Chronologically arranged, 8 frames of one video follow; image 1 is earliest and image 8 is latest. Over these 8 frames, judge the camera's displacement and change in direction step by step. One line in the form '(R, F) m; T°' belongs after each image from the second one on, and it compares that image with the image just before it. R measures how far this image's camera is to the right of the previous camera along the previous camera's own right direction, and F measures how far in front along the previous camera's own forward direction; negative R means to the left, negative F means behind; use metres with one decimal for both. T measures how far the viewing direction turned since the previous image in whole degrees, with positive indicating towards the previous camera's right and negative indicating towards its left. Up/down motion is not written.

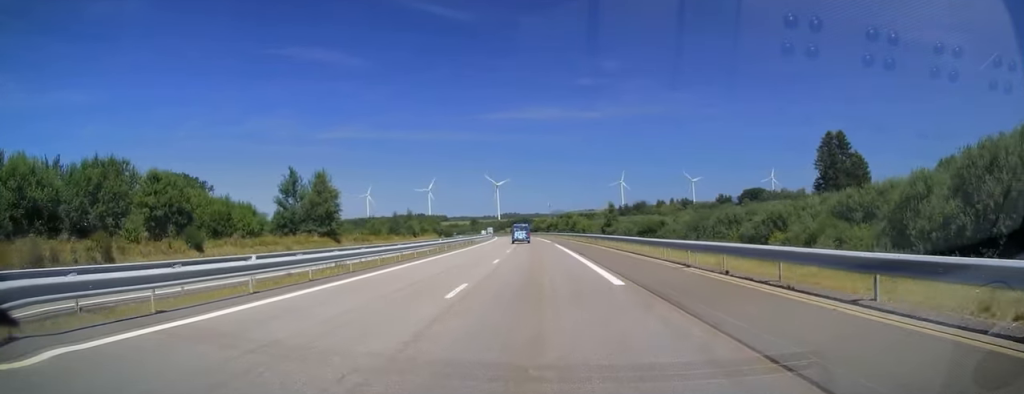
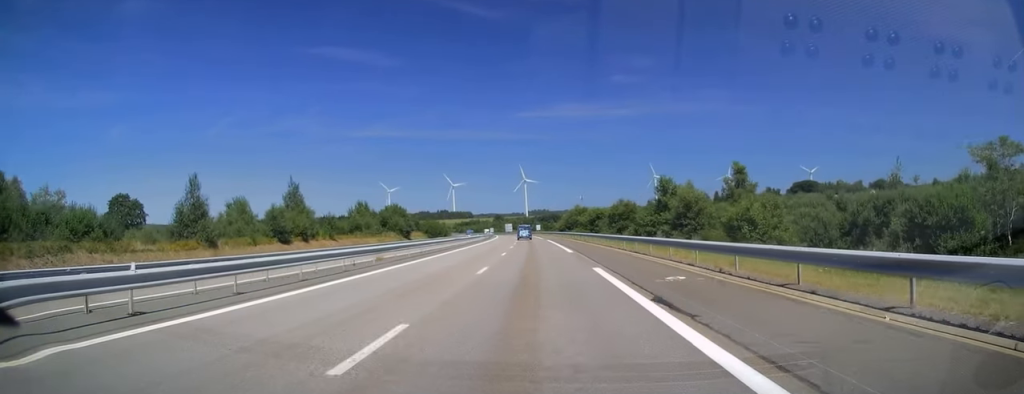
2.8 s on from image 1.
(-1.9, +84.6) m; -3°
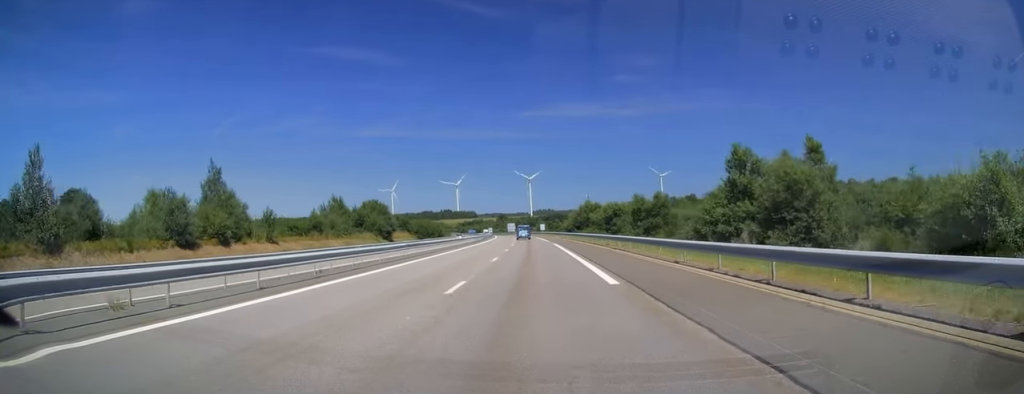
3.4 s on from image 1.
(-0.1, +18.7) m; -1°
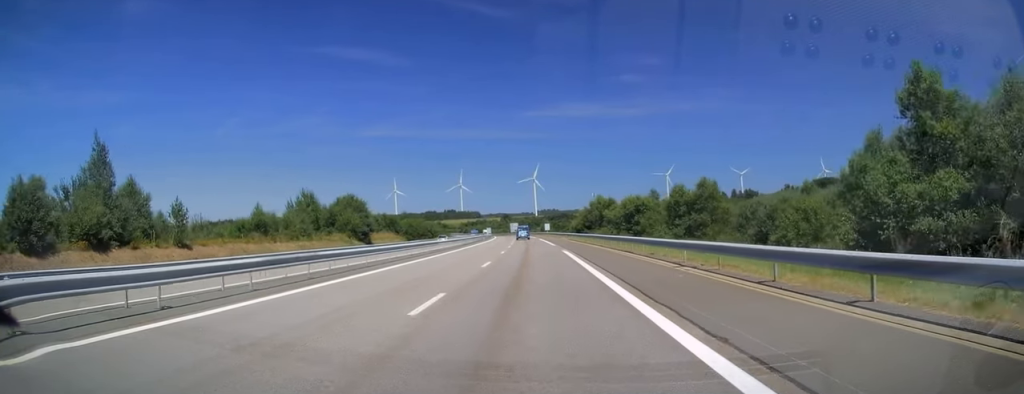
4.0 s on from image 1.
(-0.1, +16.3) m; -1°
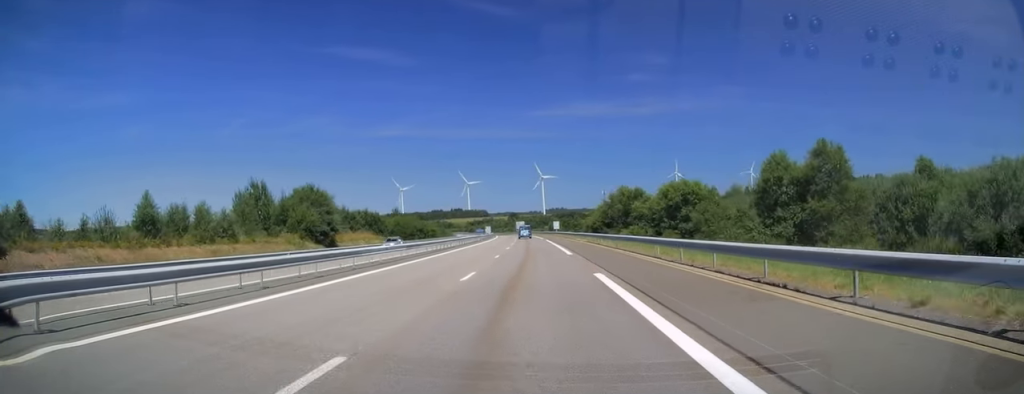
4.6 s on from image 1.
(-0.1, +19.4) m; -1°
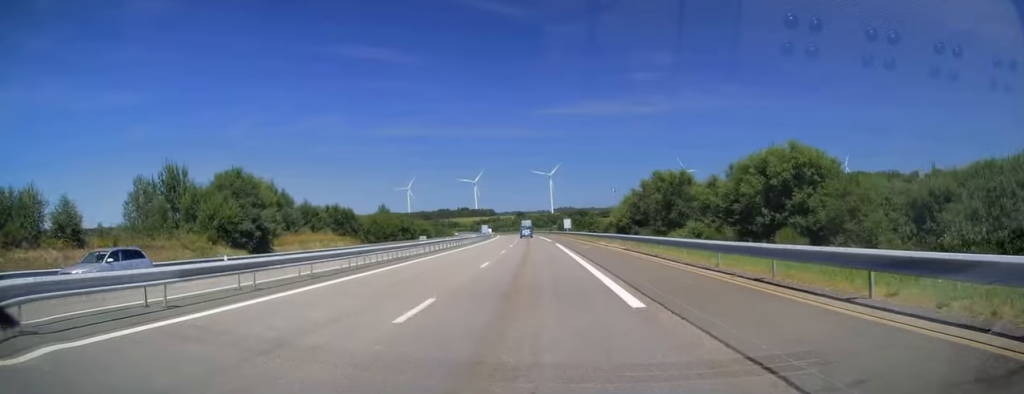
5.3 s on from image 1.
(-0.1, +20.5) m; 0°
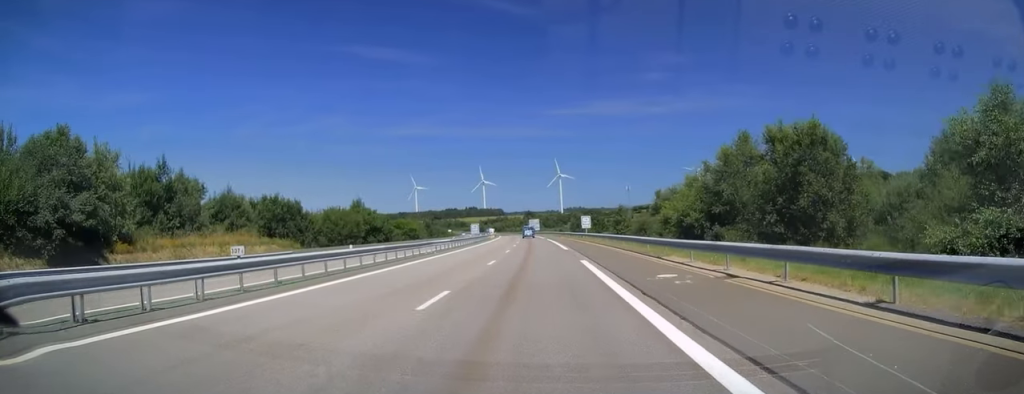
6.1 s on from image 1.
(-0.1, +24.6) m; -1°
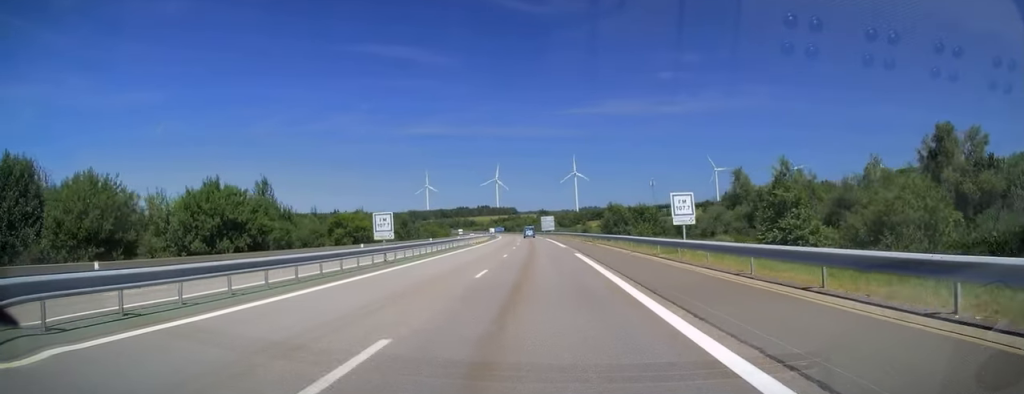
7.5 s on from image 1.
(-0.6, +45.2) m; -2°
